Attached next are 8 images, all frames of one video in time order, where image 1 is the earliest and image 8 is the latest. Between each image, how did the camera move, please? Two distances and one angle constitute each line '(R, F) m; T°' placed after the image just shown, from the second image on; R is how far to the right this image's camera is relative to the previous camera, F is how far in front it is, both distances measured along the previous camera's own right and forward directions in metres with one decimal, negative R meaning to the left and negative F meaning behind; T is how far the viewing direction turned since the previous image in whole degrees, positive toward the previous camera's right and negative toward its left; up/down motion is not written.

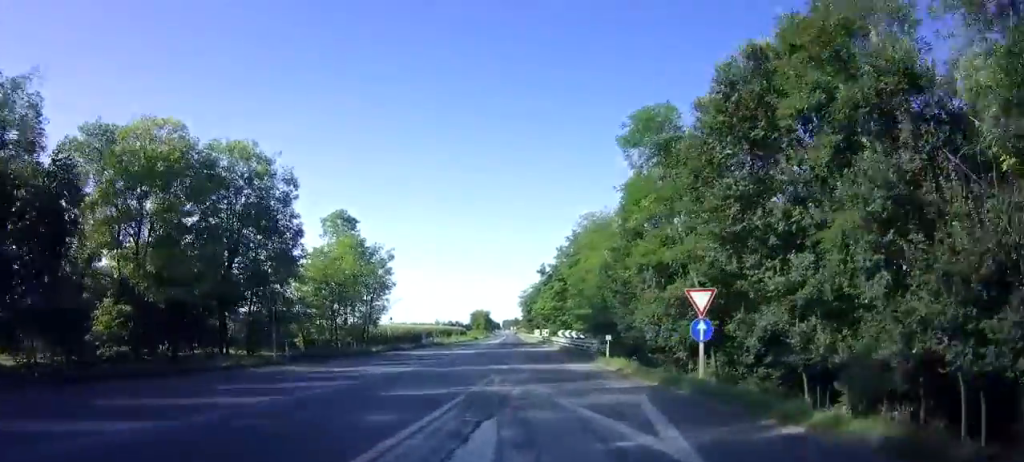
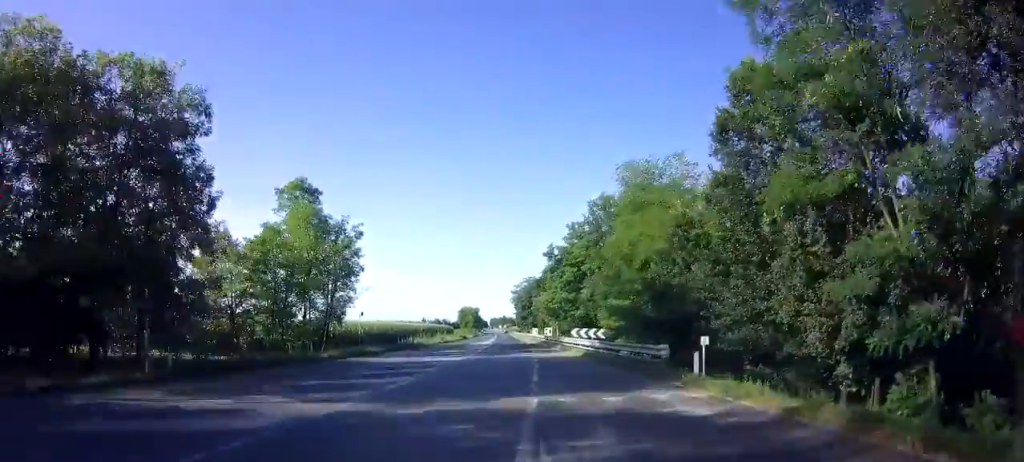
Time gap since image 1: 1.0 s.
(0.0, +9.6) m; +1°
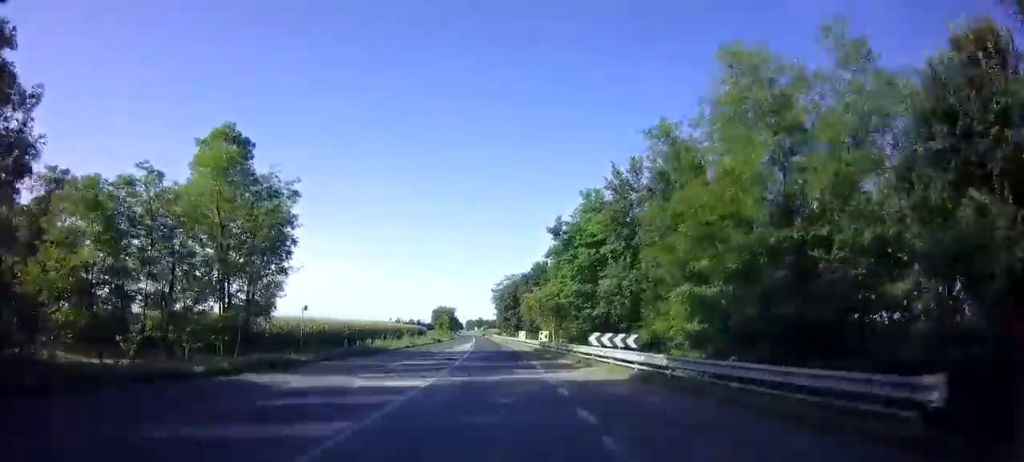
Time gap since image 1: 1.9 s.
(+0.1, +10.0) m; +2°
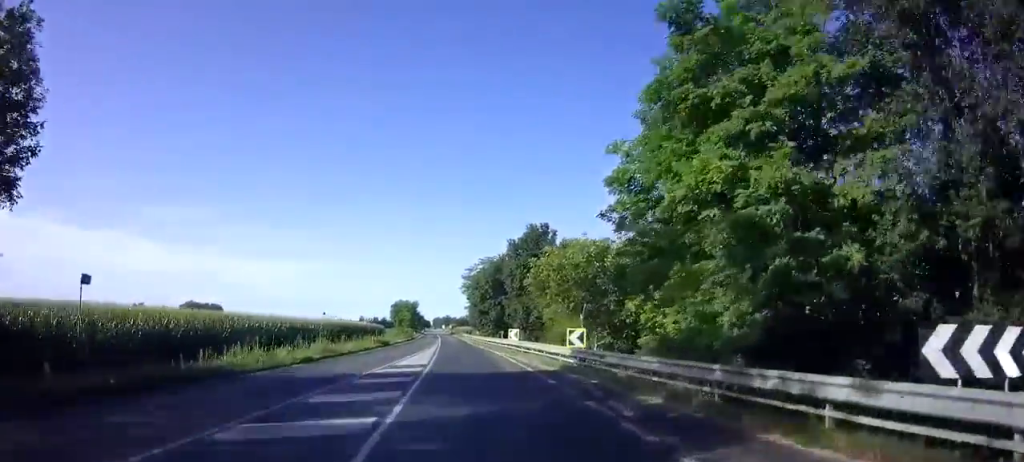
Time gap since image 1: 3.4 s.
(+0.4, +18.9) m; +1°
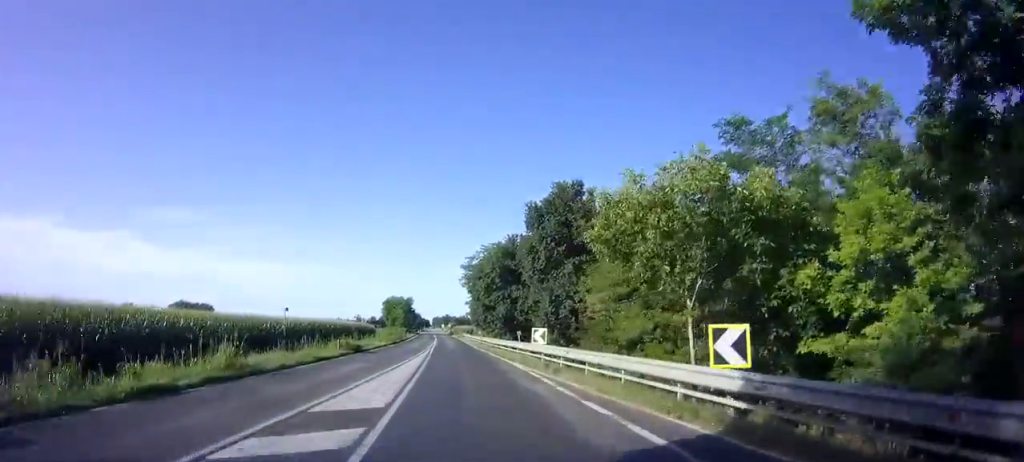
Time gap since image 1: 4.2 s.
(0.0, +11.4) m; 0°
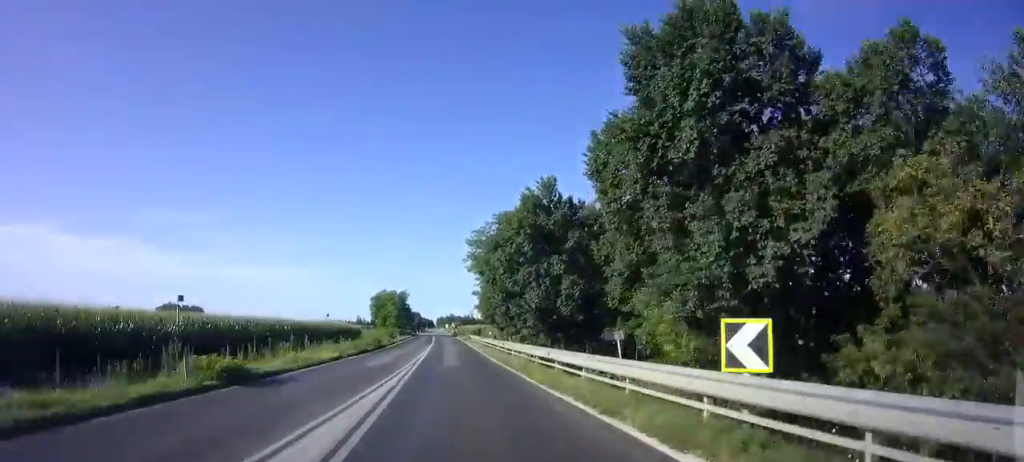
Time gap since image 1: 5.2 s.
(0.0, +16.4) m; 0°
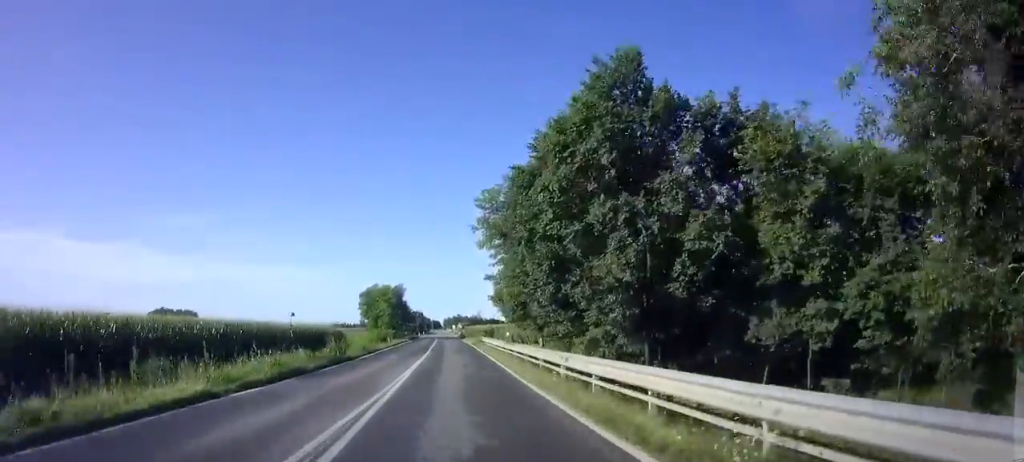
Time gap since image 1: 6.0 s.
(0.0, +13.3) m; 0°
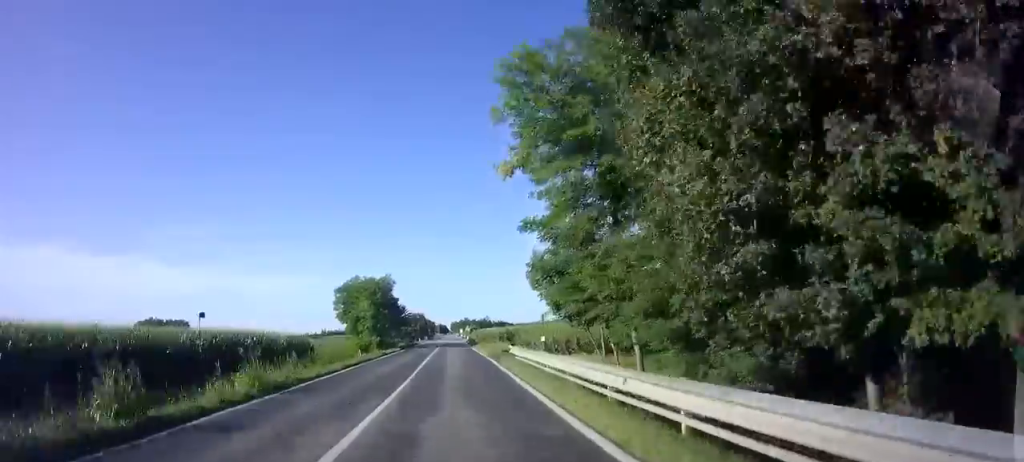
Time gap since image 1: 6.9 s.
(-0.1, +15.9) m; -1°
